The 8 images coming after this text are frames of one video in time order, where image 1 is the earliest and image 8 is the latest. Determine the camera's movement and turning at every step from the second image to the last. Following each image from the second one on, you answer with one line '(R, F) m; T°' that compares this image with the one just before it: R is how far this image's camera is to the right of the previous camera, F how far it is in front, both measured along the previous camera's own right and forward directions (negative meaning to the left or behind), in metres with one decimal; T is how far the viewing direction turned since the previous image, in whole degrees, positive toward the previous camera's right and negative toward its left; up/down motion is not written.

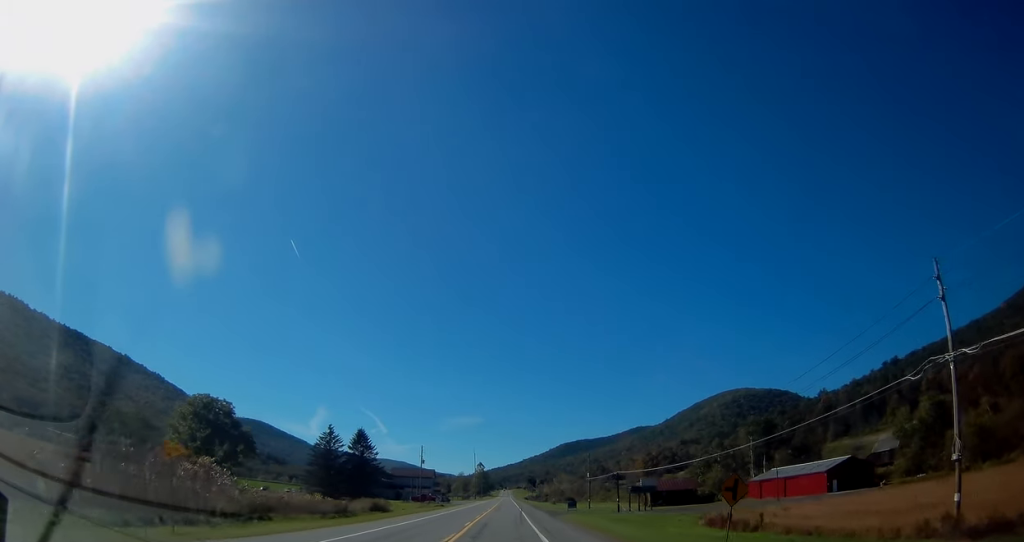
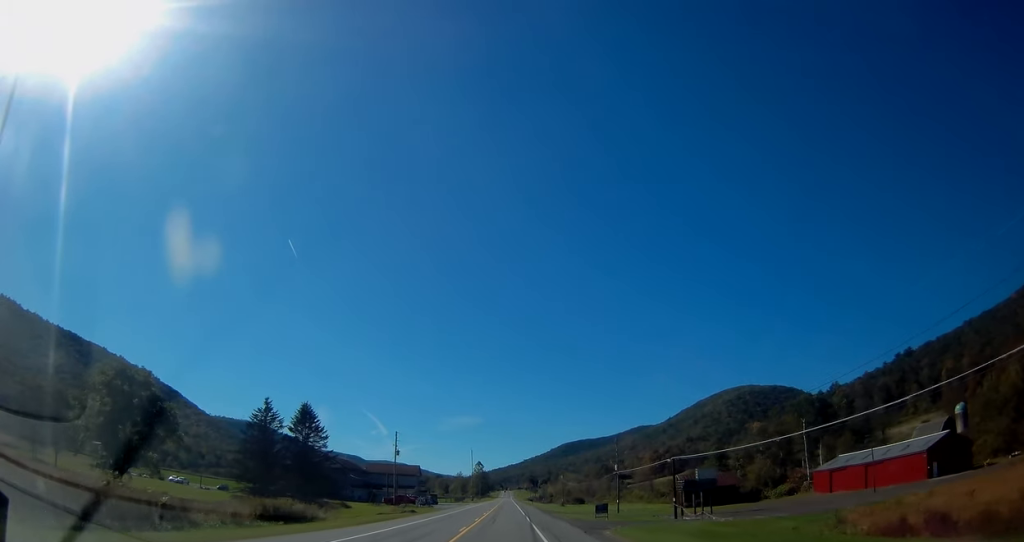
(-0.4, +28.2) m; -1°
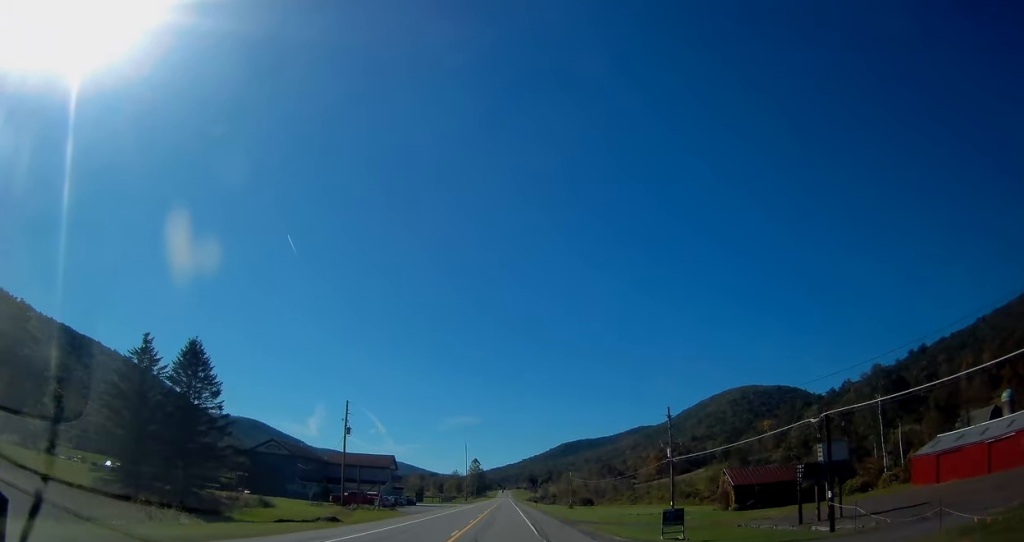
(0.0, +28.2) m; 0°
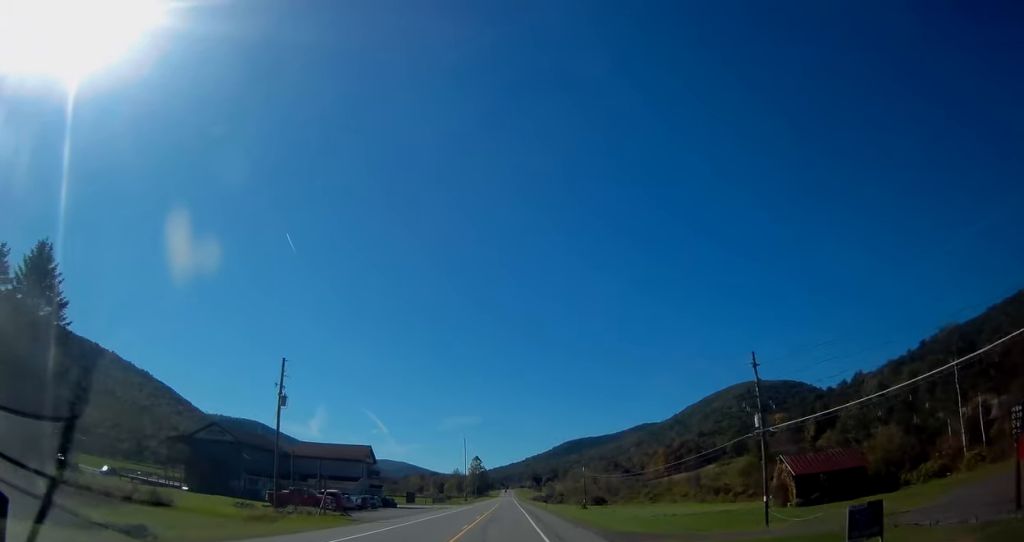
(0.0, +19.9) m; 0°
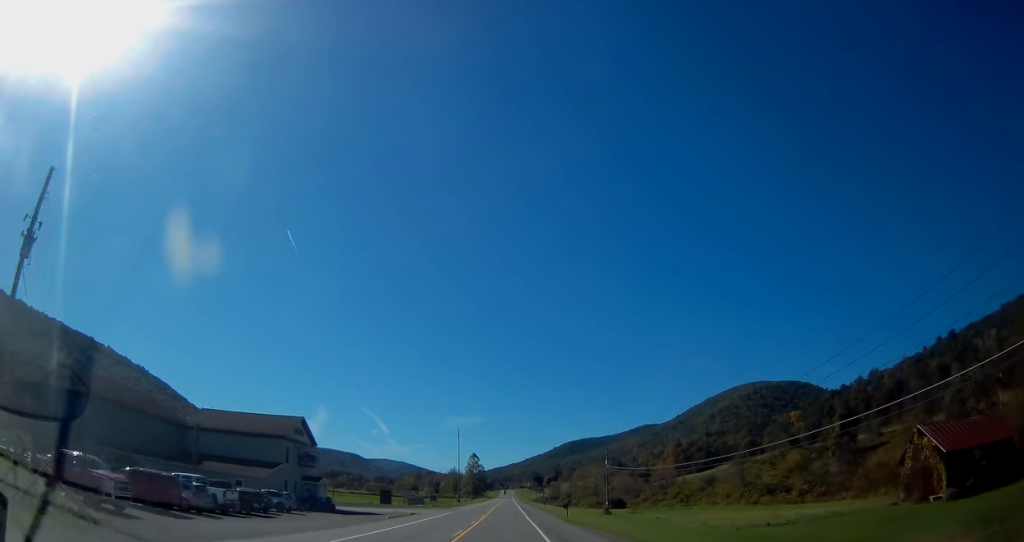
(0.0, +29.1) m; +1°
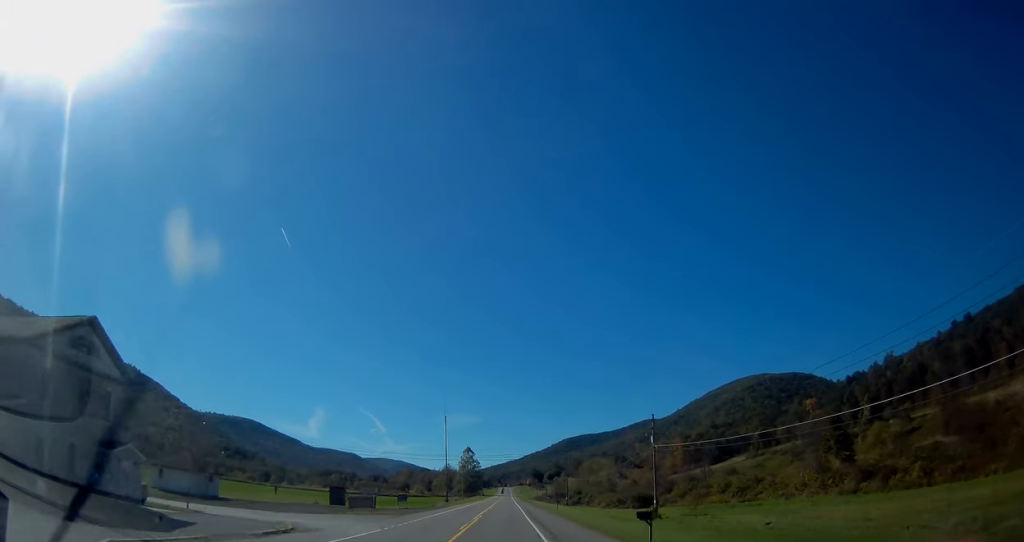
(+0.4, +32.7) m; +1°
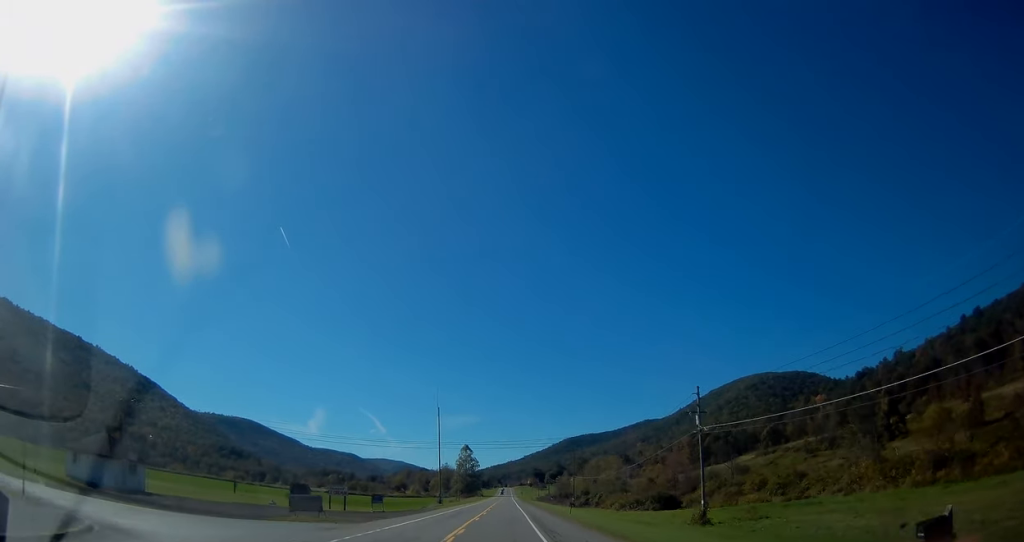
(-0.1, +16.0) m; 0°
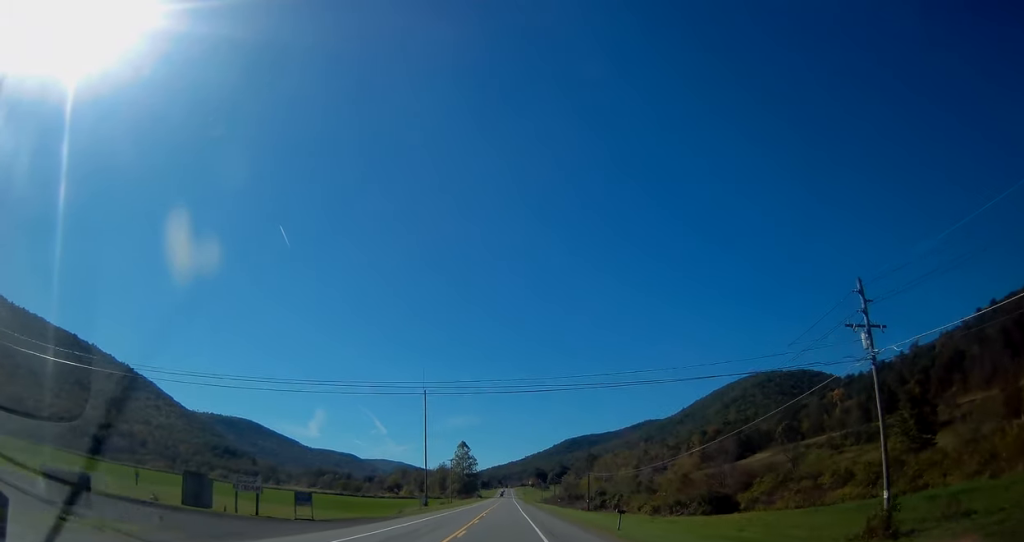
(-0.2, +25.1) m; -1°
